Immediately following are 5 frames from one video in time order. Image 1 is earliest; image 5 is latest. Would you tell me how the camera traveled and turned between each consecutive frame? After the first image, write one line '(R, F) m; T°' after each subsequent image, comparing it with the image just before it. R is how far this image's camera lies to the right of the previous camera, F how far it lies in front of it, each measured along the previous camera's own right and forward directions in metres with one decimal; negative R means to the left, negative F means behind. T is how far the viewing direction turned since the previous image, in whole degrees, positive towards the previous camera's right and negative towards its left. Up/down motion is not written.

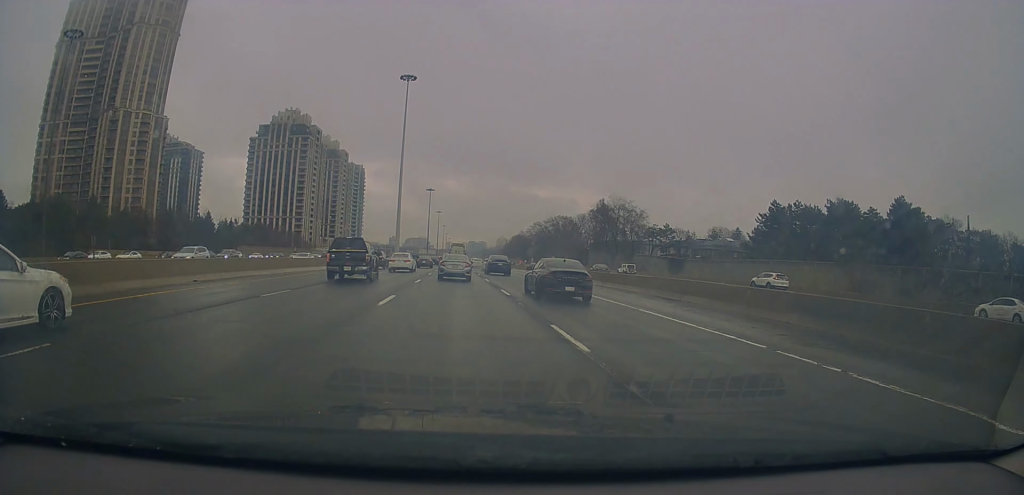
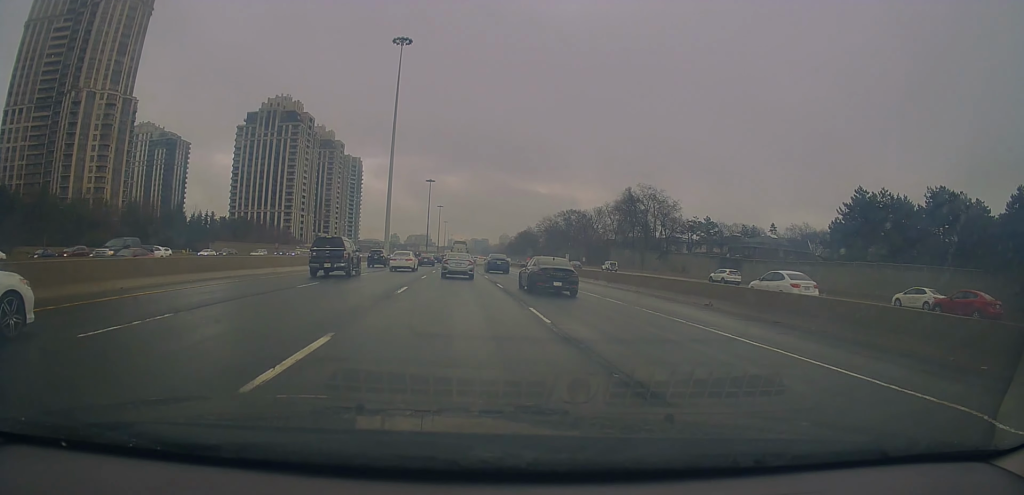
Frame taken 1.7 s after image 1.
(-0.1, +20.6) m; 0°
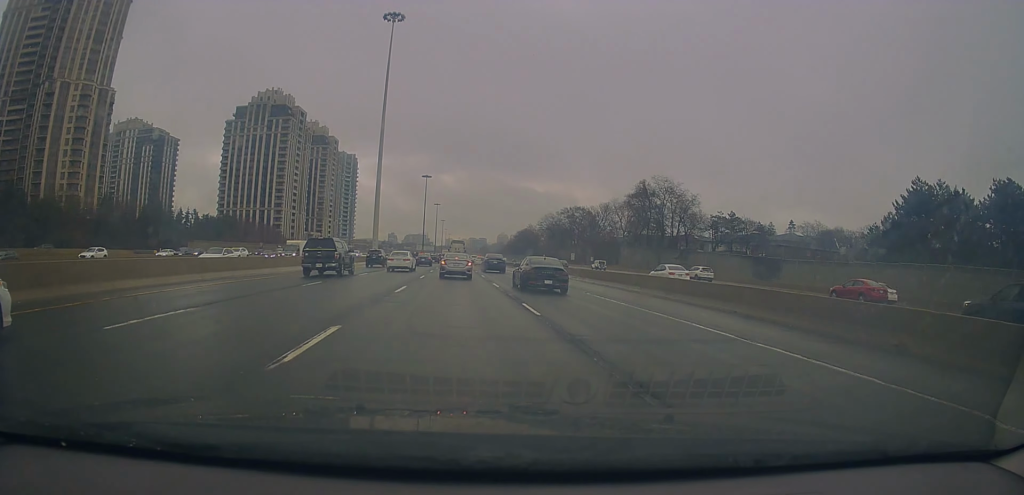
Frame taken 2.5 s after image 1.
(0.0, +11.1) m; 0°
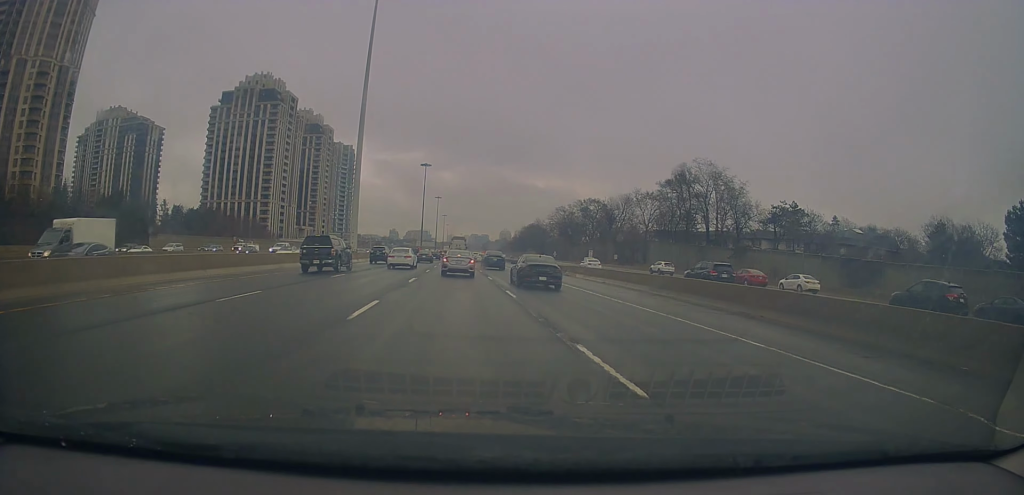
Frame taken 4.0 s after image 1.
(-0.1, +19.6) m; 0°
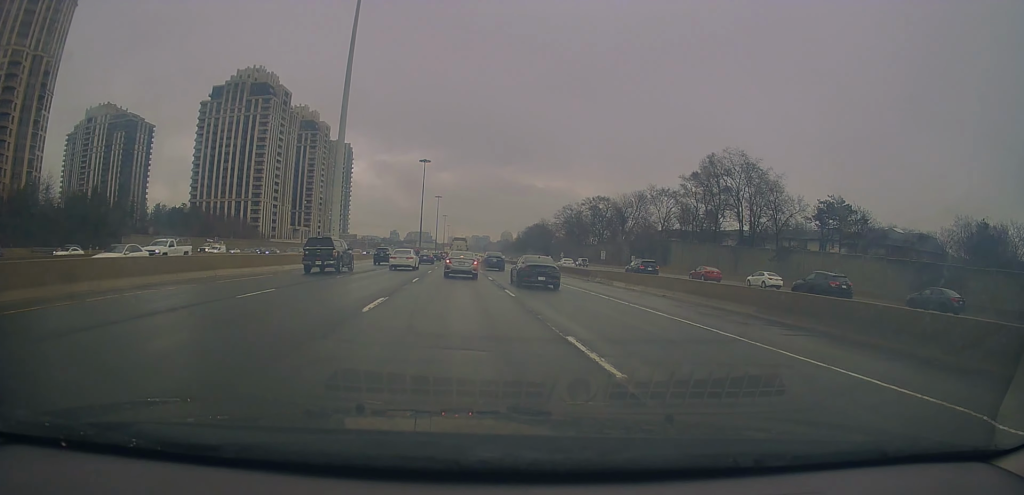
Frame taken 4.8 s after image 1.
(+0.2, +11.7) m; +1°
